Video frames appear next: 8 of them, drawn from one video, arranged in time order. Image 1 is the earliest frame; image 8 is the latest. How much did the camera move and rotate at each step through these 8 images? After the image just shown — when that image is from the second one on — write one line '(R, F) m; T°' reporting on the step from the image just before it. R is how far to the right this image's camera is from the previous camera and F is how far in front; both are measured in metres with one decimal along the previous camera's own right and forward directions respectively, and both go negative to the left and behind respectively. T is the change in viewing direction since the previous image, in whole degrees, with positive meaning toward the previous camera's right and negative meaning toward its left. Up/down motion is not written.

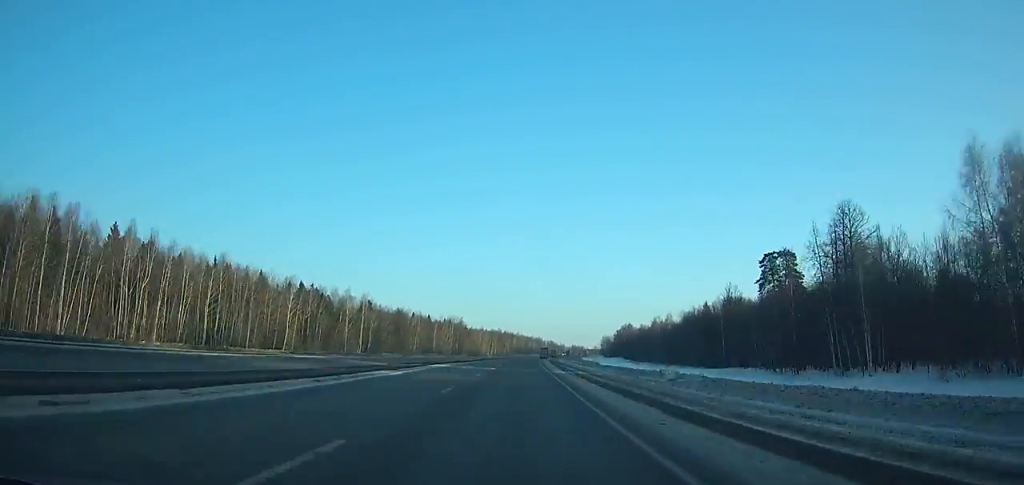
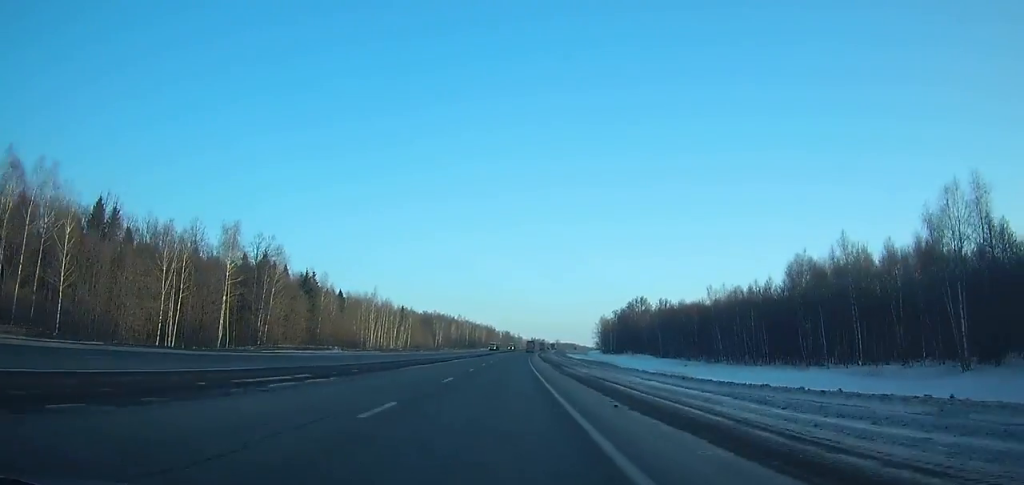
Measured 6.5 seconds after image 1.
(+6.6, +174.9) m; +4°
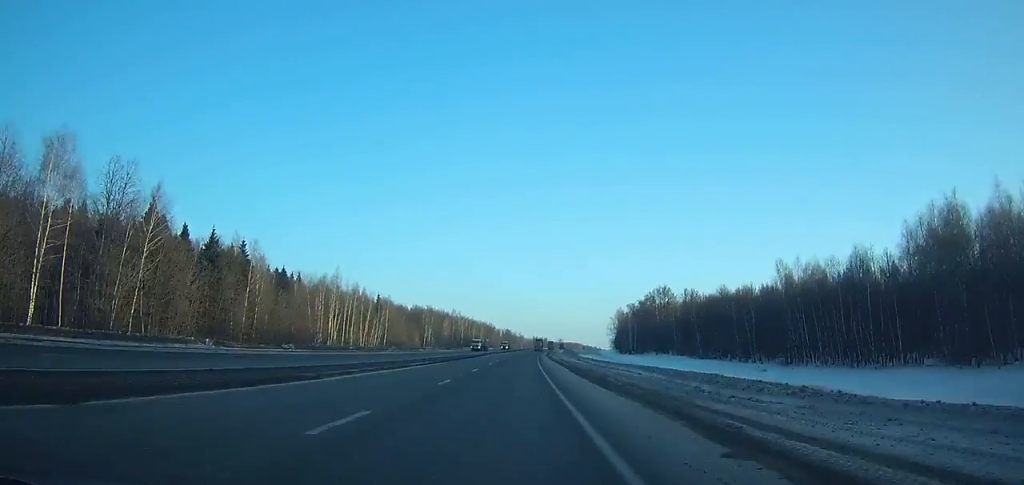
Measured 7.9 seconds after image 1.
(+0.2, +37.9) m; +1°
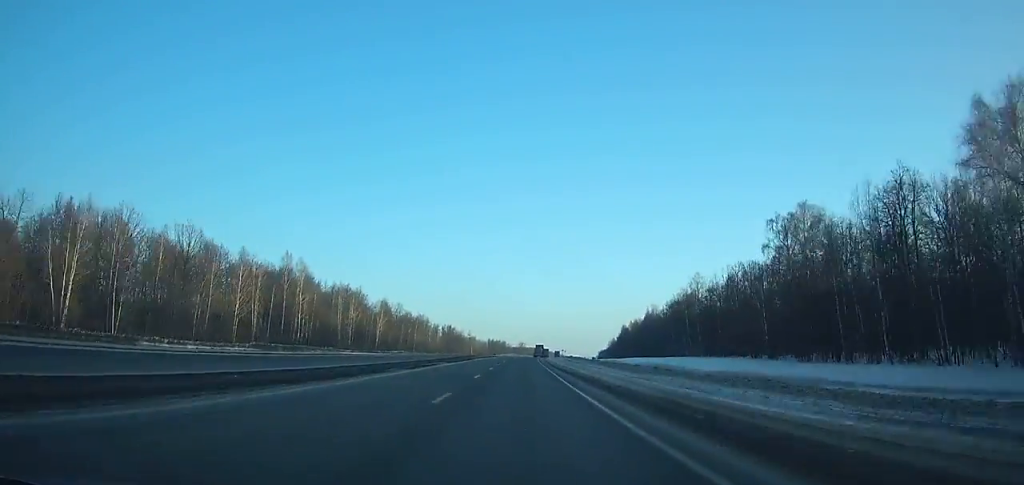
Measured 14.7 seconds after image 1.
(+5.4, +183.7) m; +4°
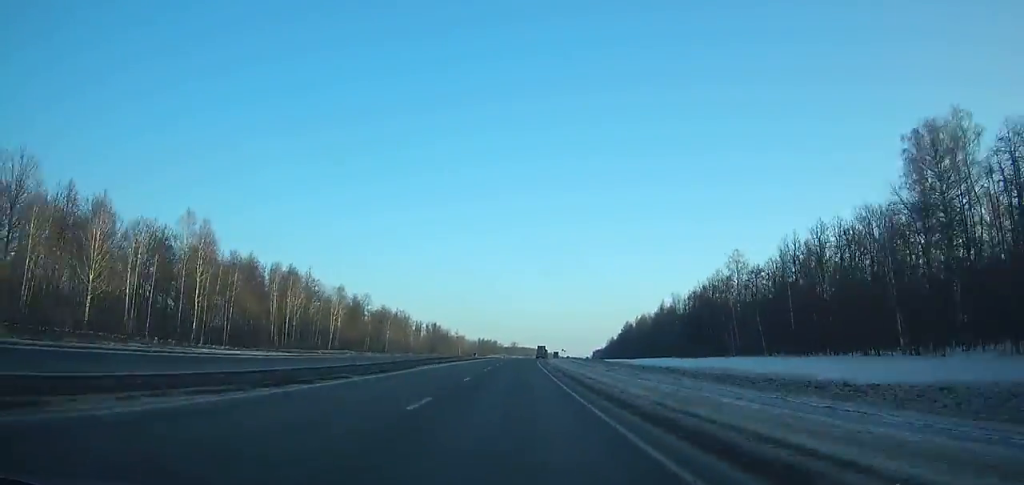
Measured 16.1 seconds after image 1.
(+0.2, +37.7) m; +1°
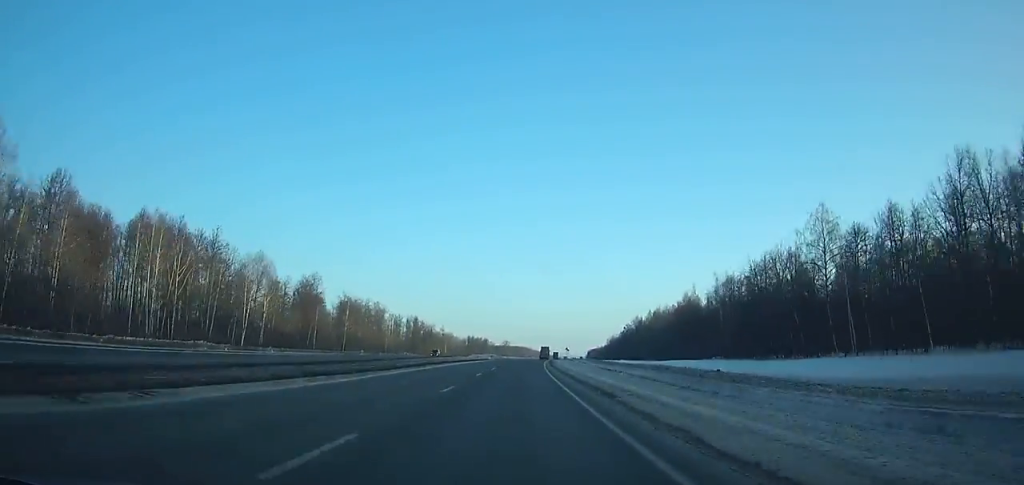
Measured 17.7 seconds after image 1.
(+0.6, +43.1) m; +1°
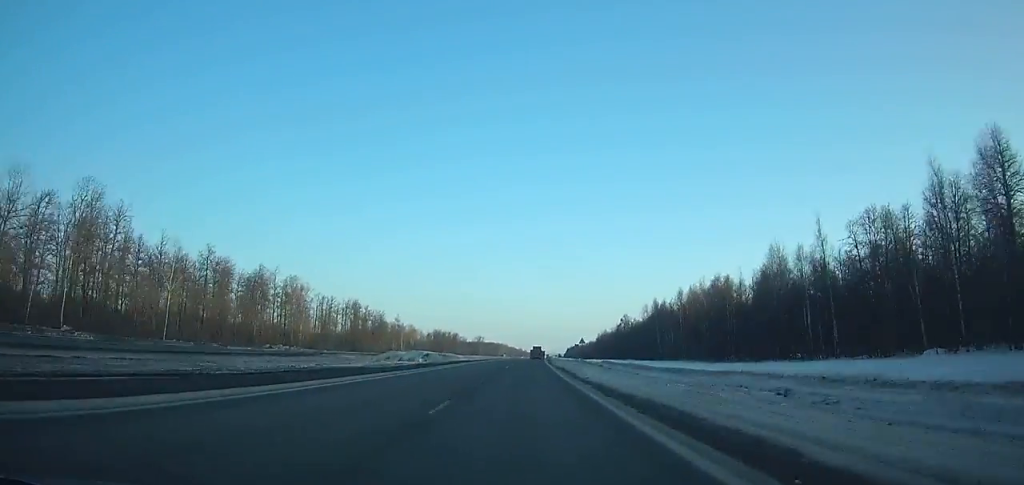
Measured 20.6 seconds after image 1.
(+1.3, +78.2) m; +2°
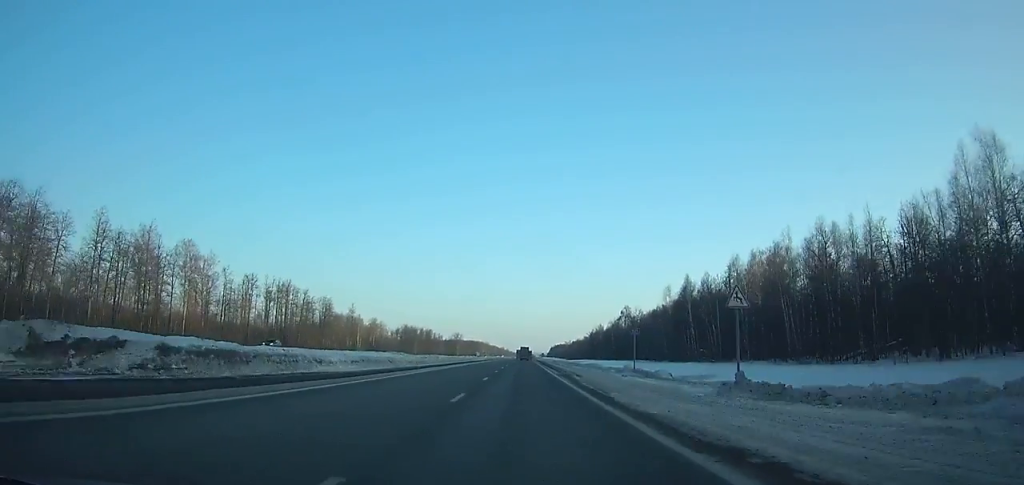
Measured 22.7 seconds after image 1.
(+0.6, +56.8) m; +1°
